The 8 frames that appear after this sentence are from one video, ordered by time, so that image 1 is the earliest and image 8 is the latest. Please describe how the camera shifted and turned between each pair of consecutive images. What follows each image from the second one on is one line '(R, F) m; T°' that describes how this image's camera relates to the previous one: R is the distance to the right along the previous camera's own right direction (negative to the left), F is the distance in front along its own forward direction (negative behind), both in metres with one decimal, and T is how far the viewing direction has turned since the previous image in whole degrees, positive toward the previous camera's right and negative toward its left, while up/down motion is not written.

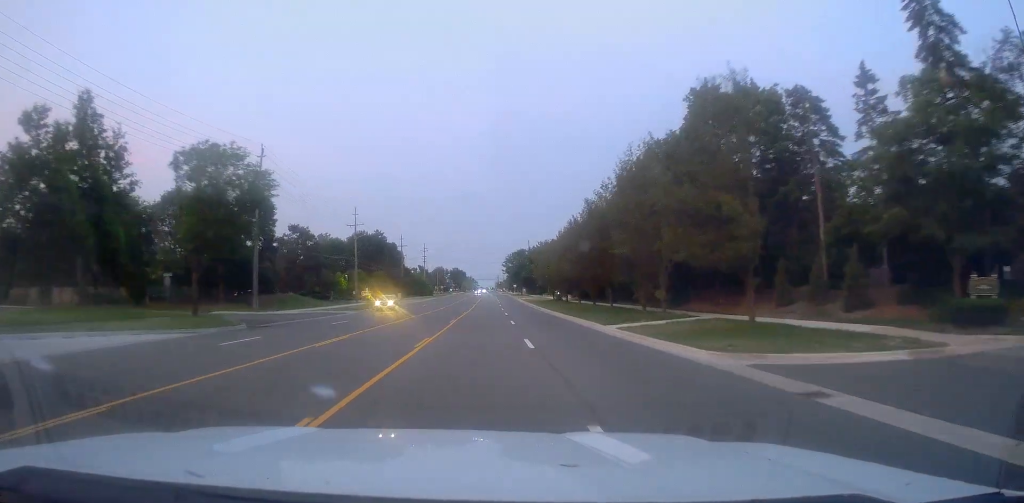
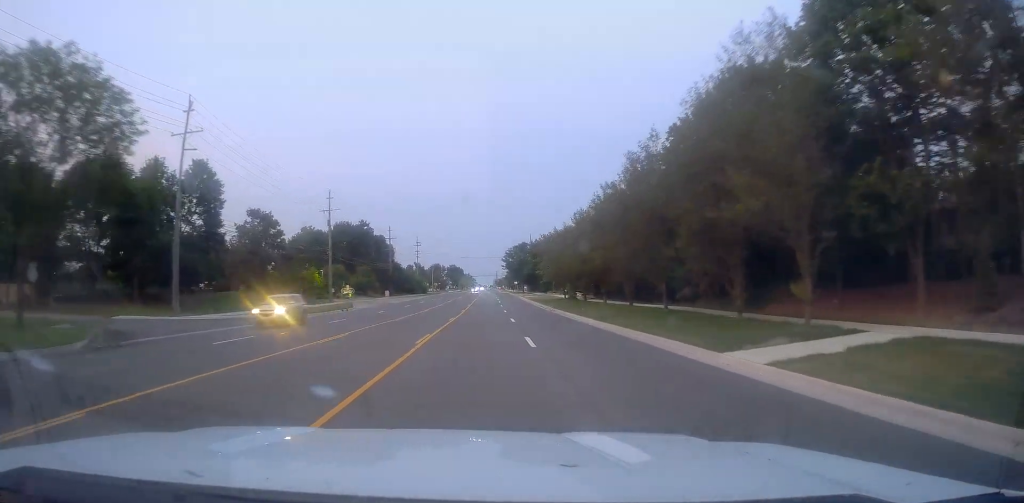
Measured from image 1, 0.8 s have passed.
(-0.5, +15.0) m; -1°
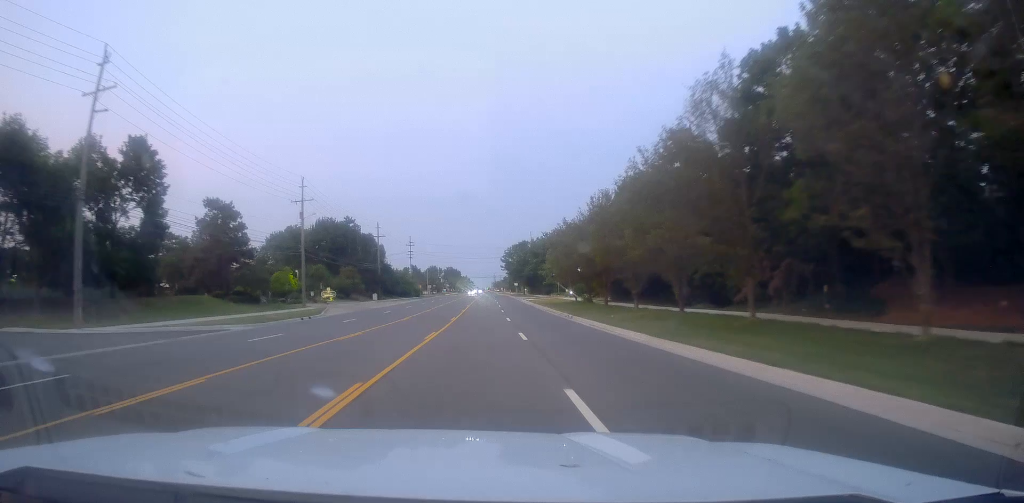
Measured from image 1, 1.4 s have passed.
(+0.2, +11.5) m; +1°
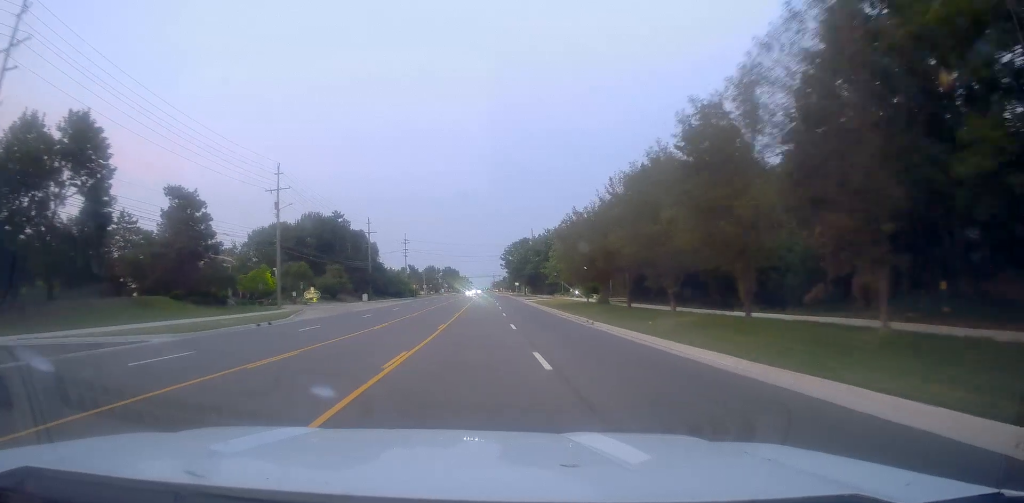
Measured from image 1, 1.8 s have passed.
(0.0, +8.4) m; +1°
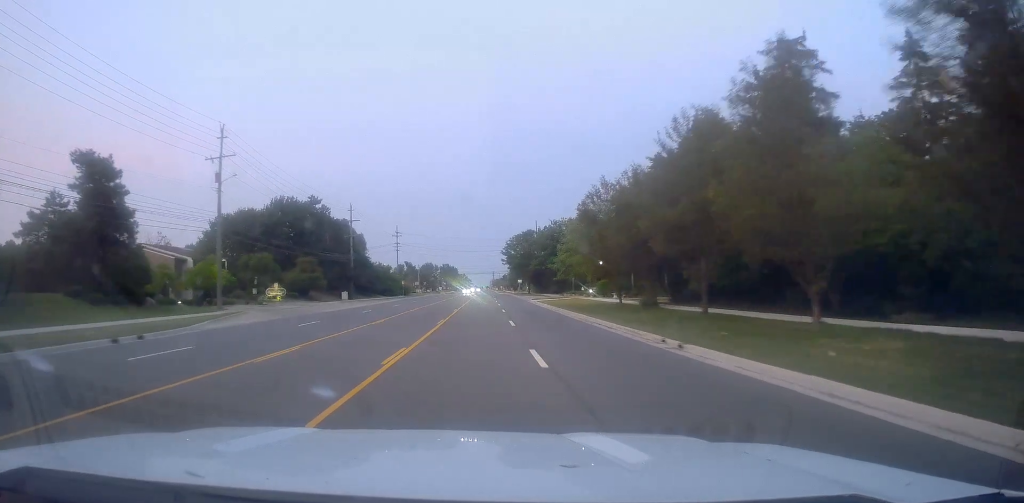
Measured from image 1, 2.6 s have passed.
(+0.3, +15.0) m; -1°
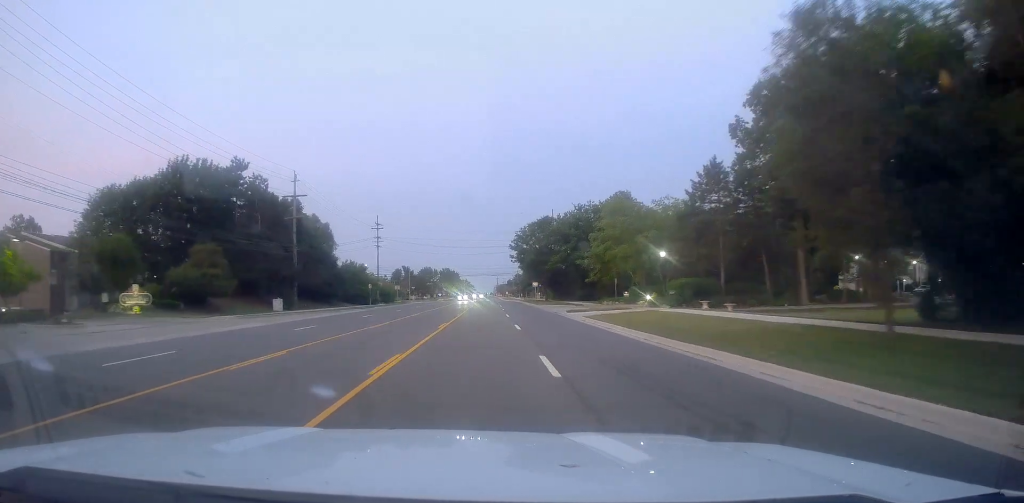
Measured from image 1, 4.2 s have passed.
(-0.4, +31.6) m; 0°
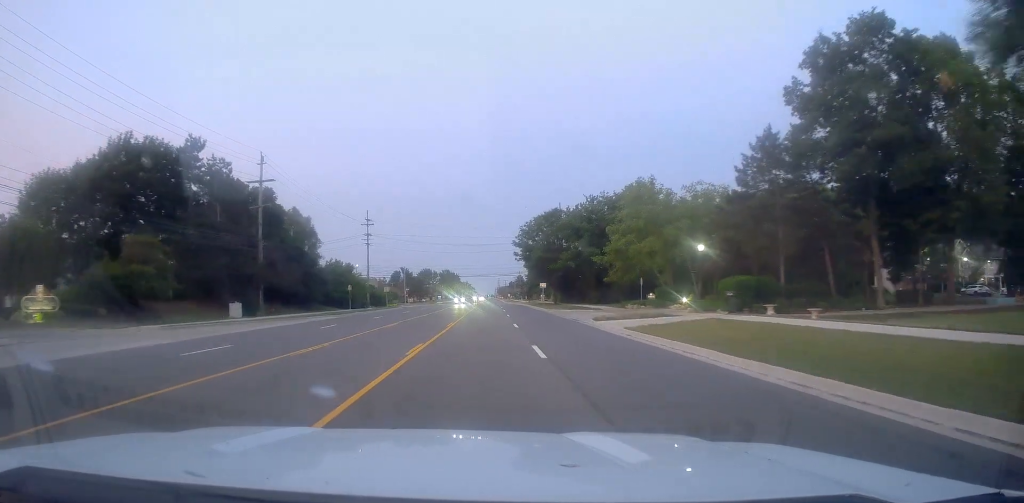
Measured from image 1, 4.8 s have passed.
(+0.4, +11.2) m; 0°
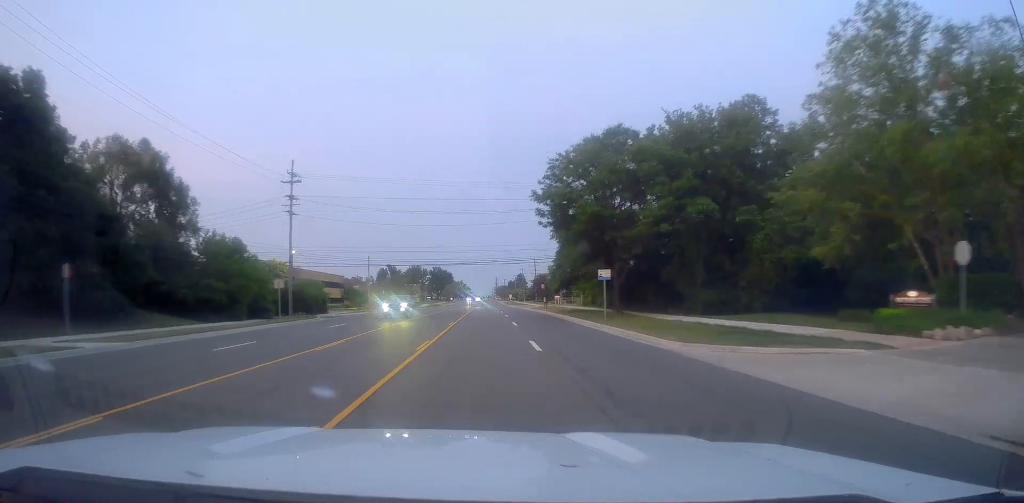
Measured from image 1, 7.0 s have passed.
(+0.1, +43.8) m; +1°
